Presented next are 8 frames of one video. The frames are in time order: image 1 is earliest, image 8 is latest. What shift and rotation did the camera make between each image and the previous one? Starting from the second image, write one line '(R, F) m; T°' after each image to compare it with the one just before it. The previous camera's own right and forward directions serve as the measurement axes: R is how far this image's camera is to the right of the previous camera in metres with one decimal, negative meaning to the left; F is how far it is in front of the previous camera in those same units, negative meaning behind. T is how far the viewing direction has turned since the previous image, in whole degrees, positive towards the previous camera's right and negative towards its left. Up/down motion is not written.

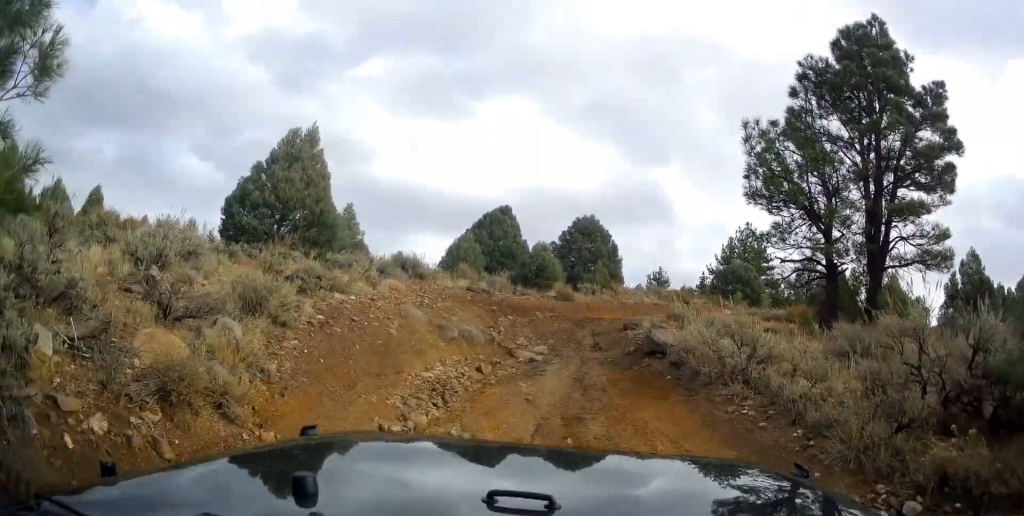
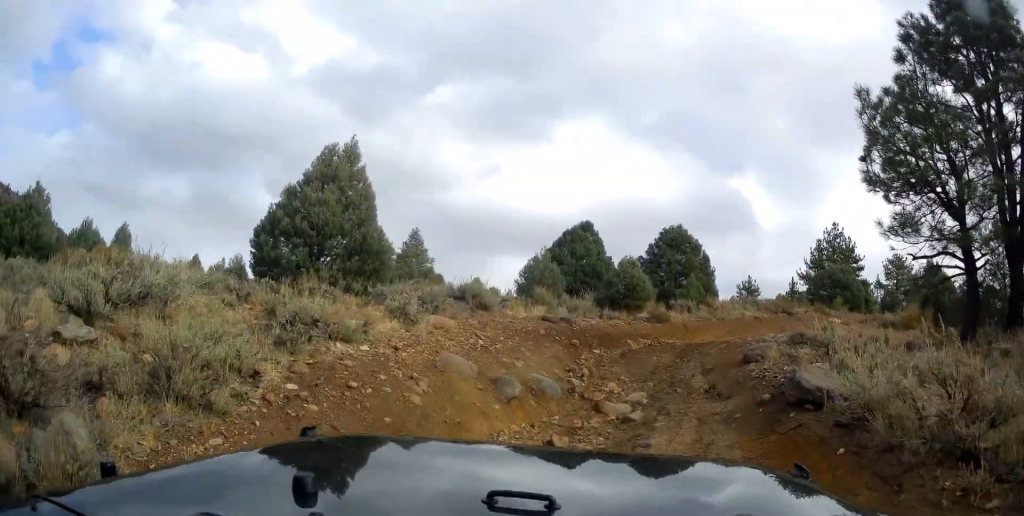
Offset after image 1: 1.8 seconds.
(-0.6, +2.8) m; -1°
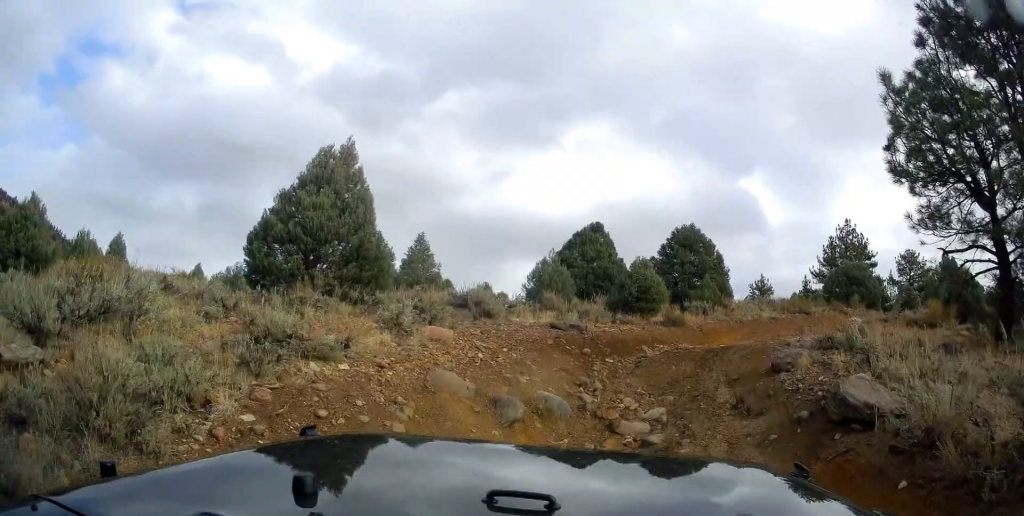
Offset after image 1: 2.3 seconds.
(+0.1, +0.9) m; +3°
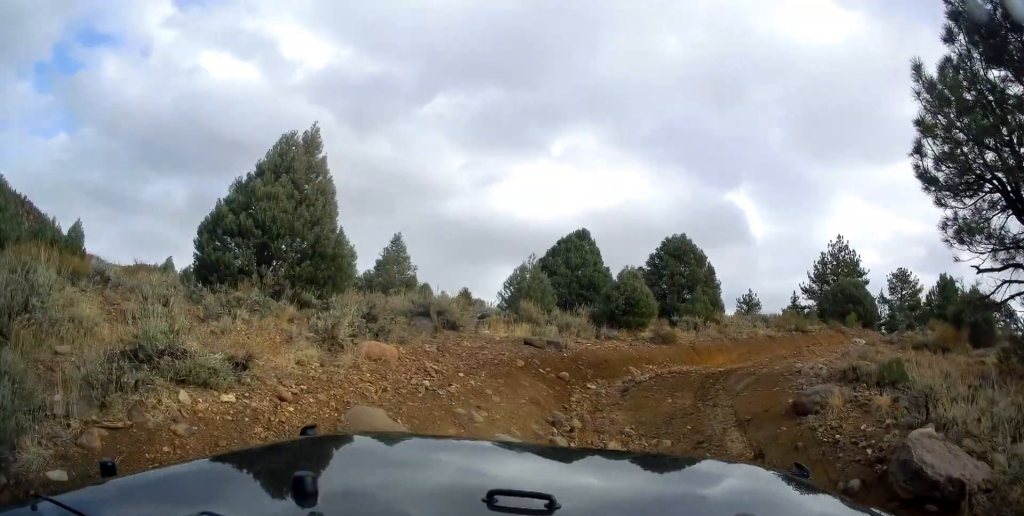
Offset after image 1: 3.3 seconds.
(+0.2, +1.8) m; -4°
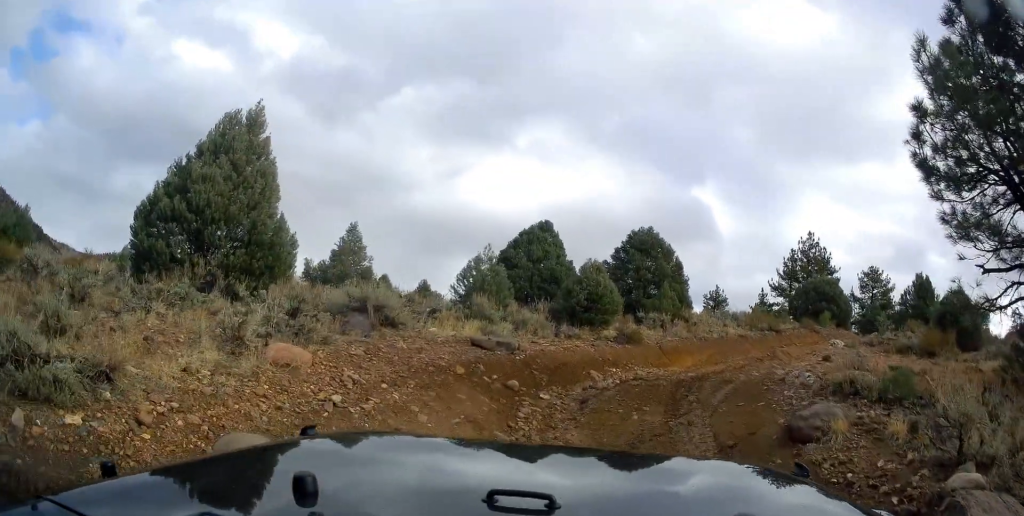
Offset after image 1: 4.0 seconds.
(-0.2, +1.3) m; -9°
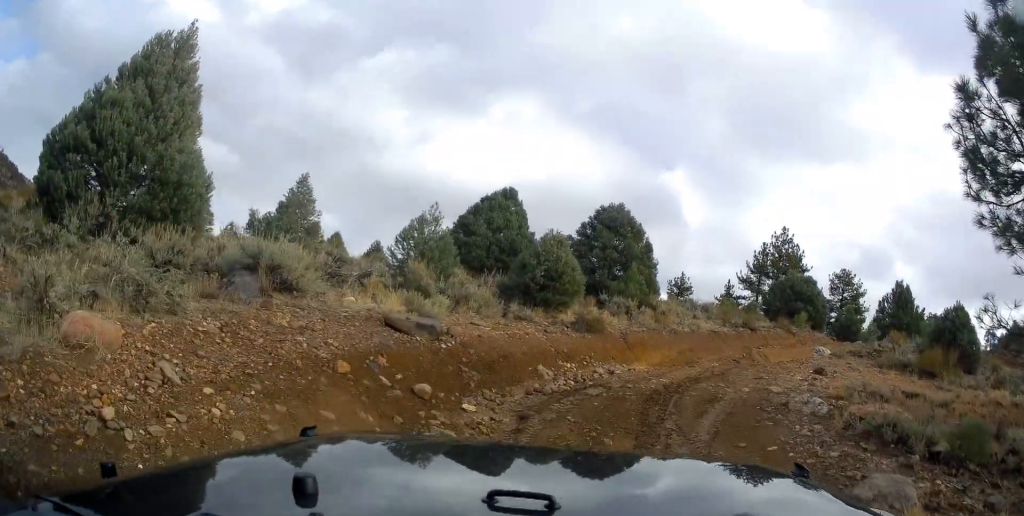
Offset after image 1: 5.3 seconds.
(+0.1, +2.3) m; +9°
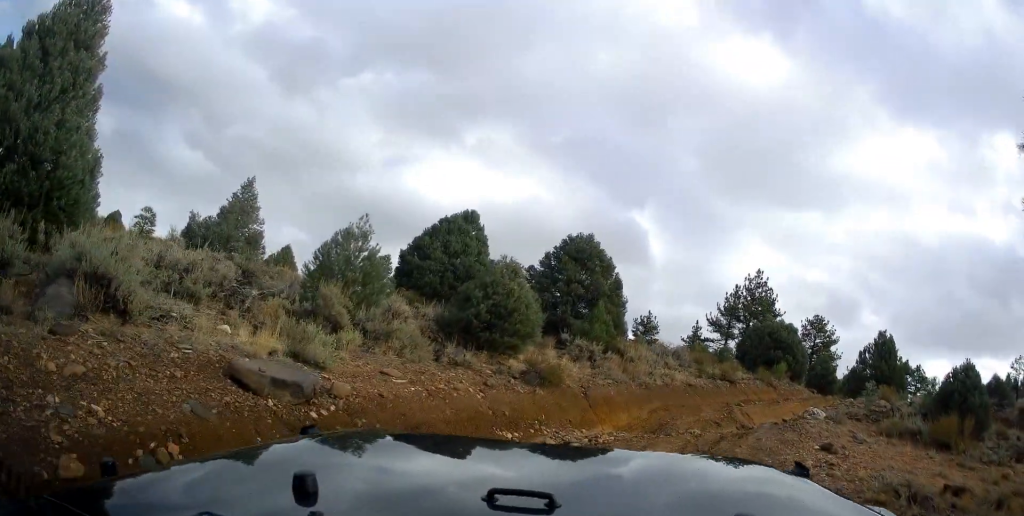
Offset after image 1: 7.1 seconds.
(0.0, +3.2) m; +2°
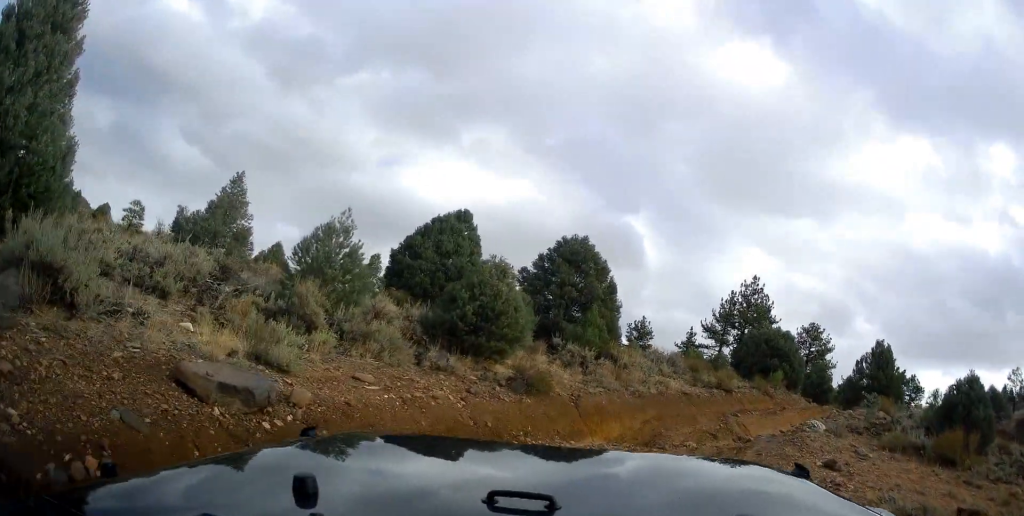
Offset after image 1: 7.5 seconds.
(0.0, +0.5) m; 0°
